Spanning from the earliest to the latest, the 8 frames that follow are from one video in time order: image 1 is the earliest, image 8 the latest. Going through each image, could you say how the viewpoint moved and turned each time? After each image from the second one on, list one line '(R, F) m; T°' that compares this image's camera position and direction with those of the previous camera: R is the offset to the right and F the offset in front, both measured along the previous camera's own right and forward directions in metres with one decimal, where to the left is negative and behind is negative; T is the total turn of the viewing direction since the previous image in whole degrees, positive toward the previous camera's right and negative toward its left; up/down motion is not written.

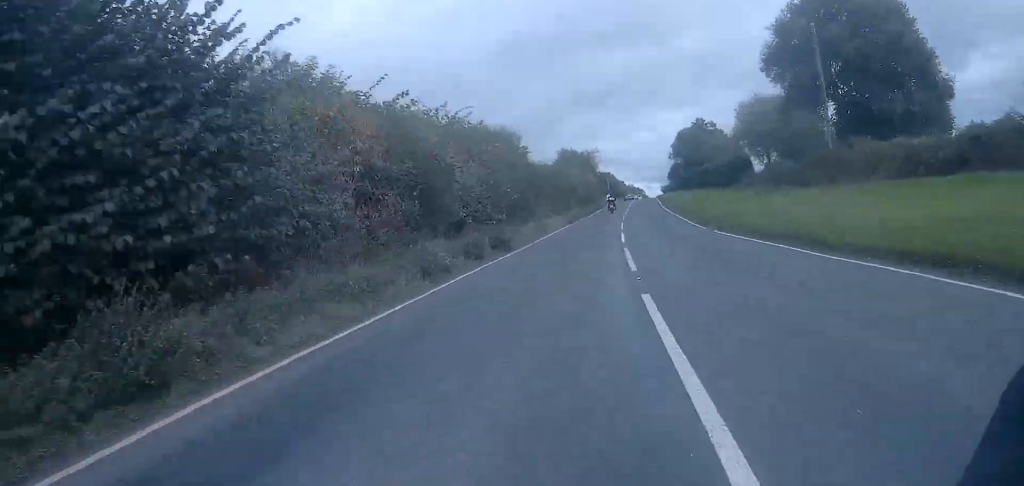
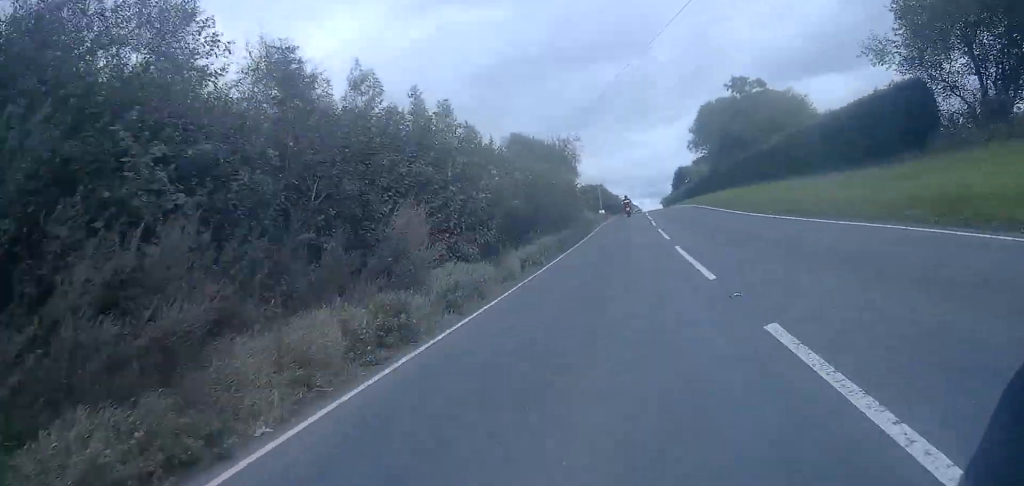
(+0.4, +38.5) m; +2°
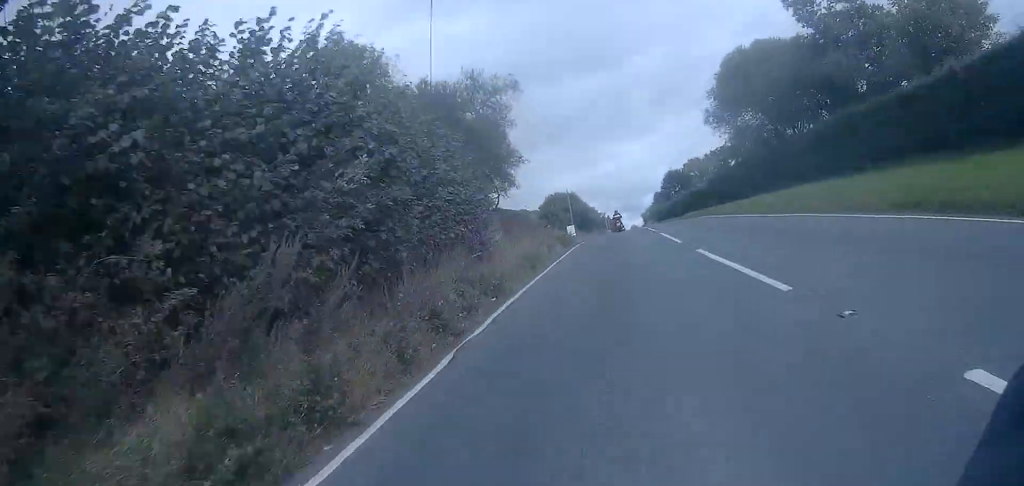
(+0.4, +28.6) m; +1°
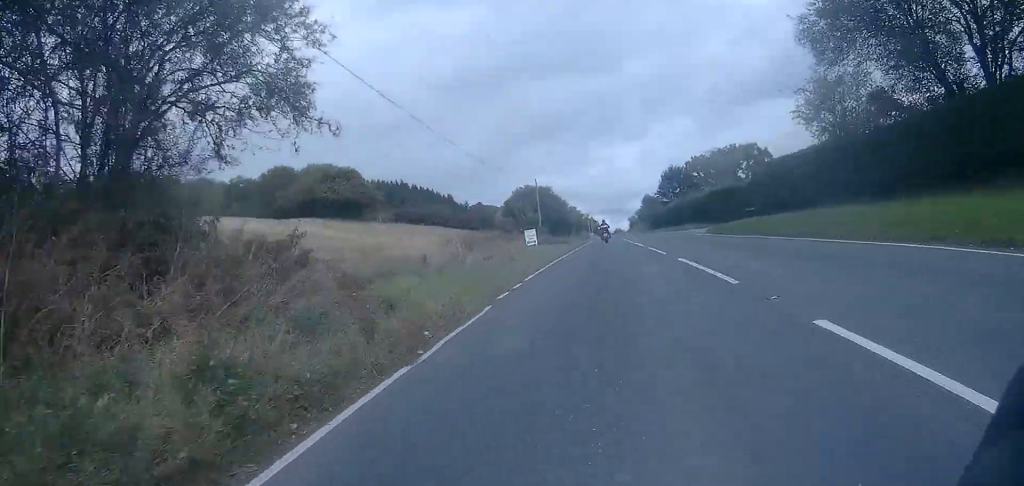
(+0.2, +24.5) m; +1°
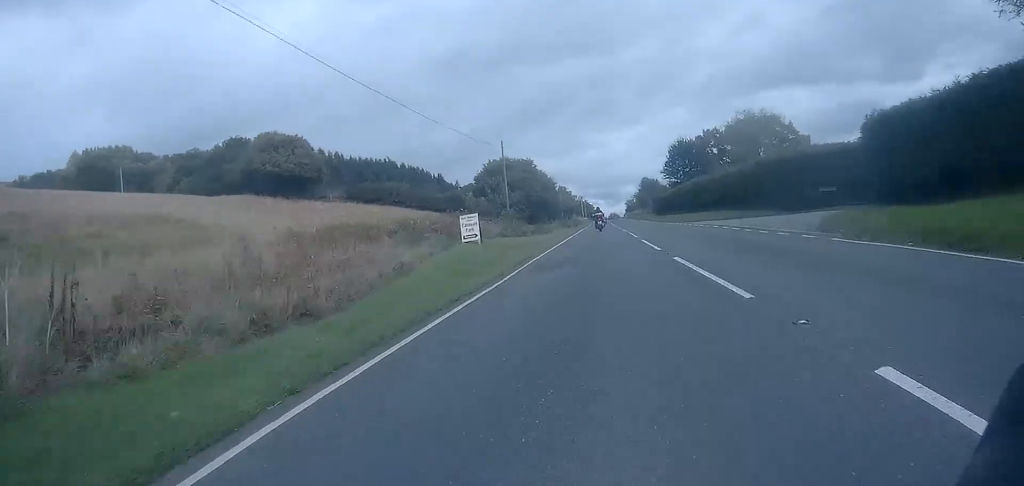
(+0.3, +19.1) m; +1°
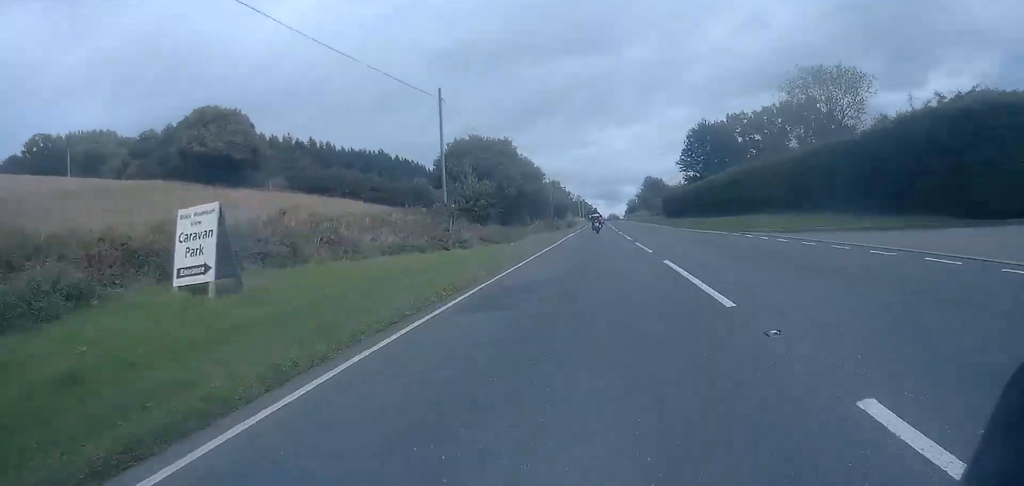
(+0.1, +18.1) m; 0°
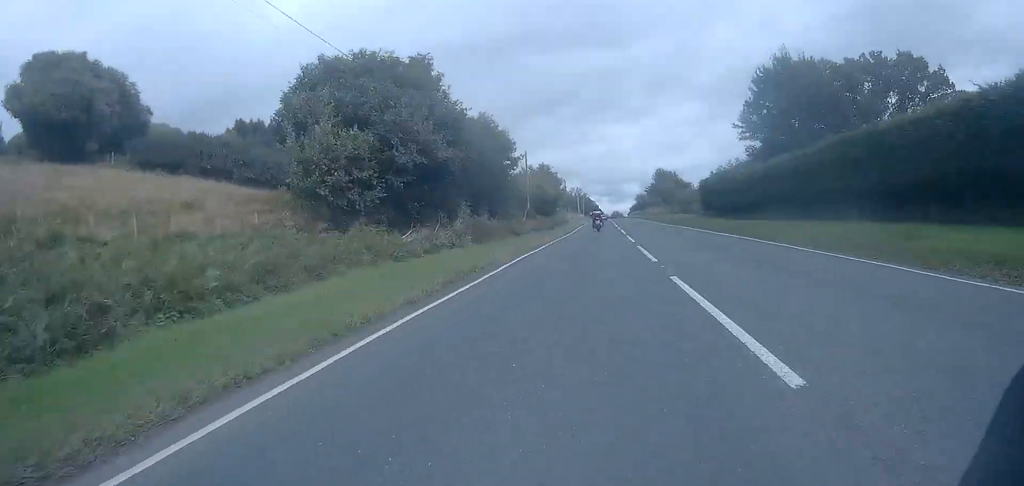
(0.0, +29.1) m; 0°
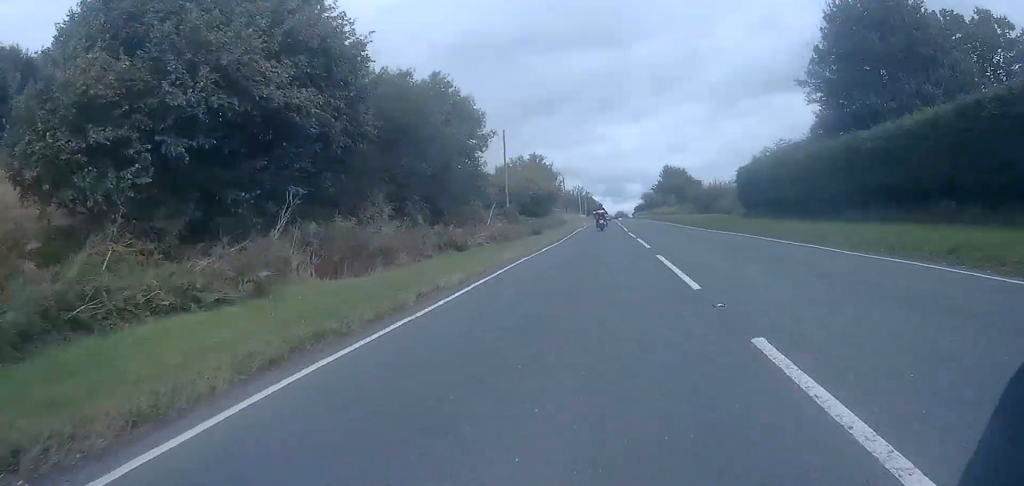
(0.0, +13.7) m; 0°
